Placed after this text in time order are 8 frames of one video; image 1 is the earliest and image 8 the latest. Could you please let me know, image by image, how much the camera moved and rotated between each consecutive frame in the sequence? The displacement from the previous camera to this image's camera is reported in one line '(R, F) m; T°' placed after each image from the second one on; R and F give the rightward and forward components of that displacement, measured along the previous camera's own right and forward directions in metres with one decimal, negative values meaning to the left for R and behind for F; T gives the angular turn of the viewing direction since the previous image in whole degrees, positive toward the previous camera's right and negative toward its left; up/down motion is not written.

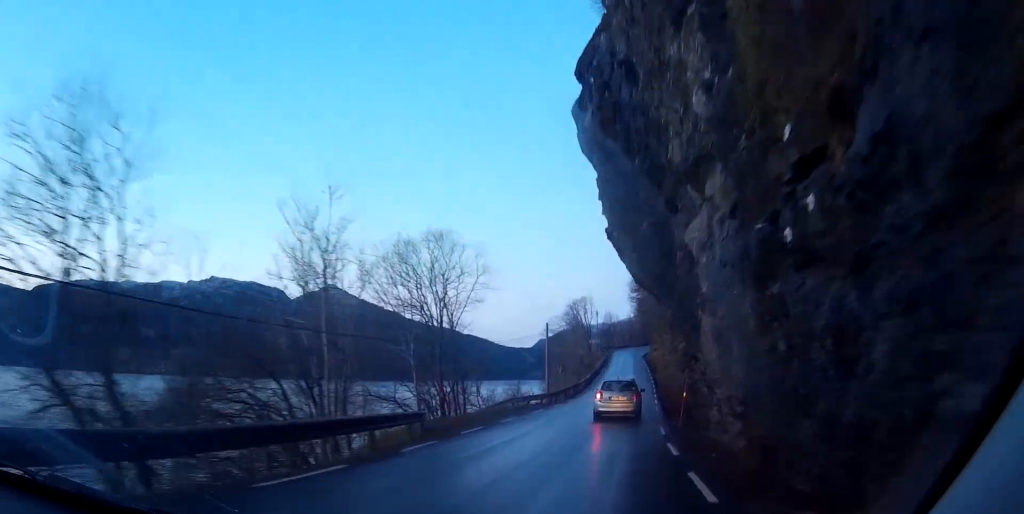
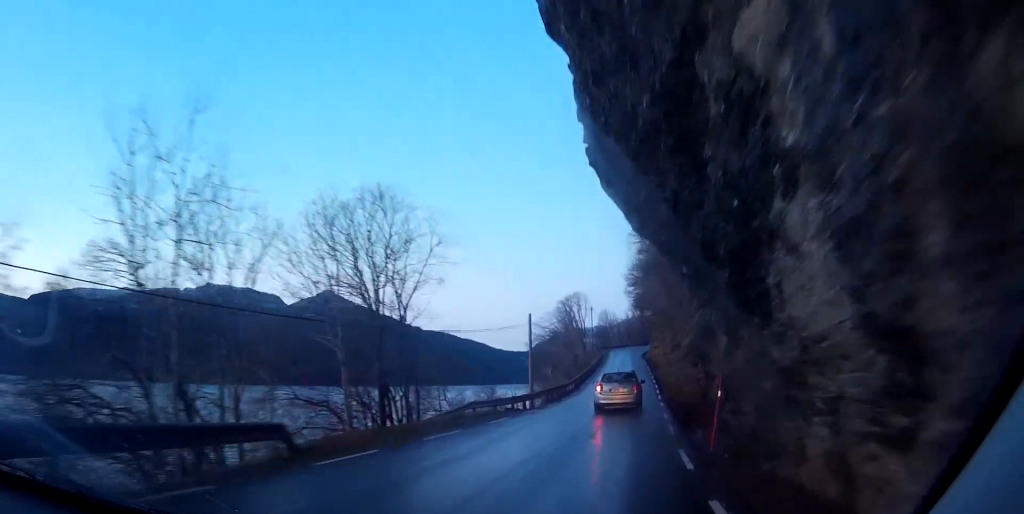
(0.0, +8.1) m; 0°
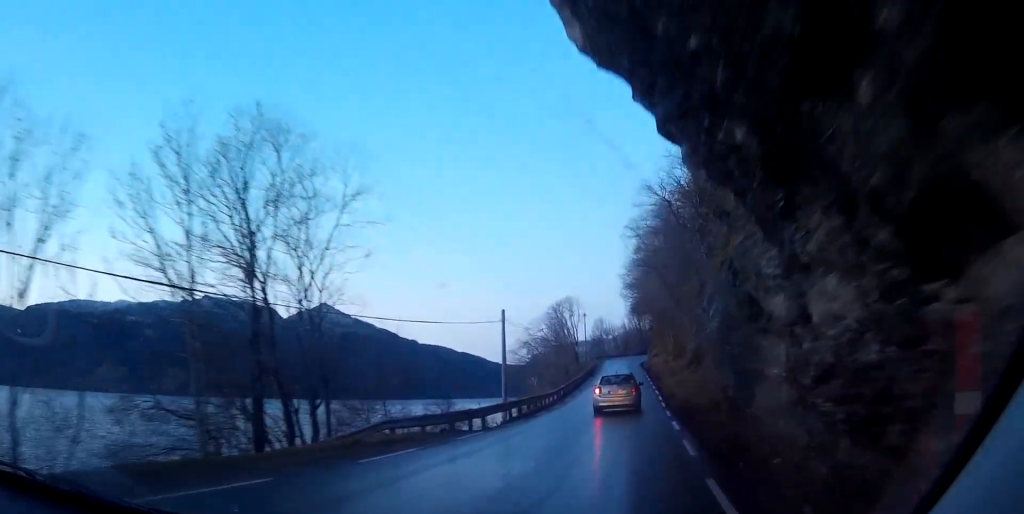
(0.0, +8.8) m; 0°
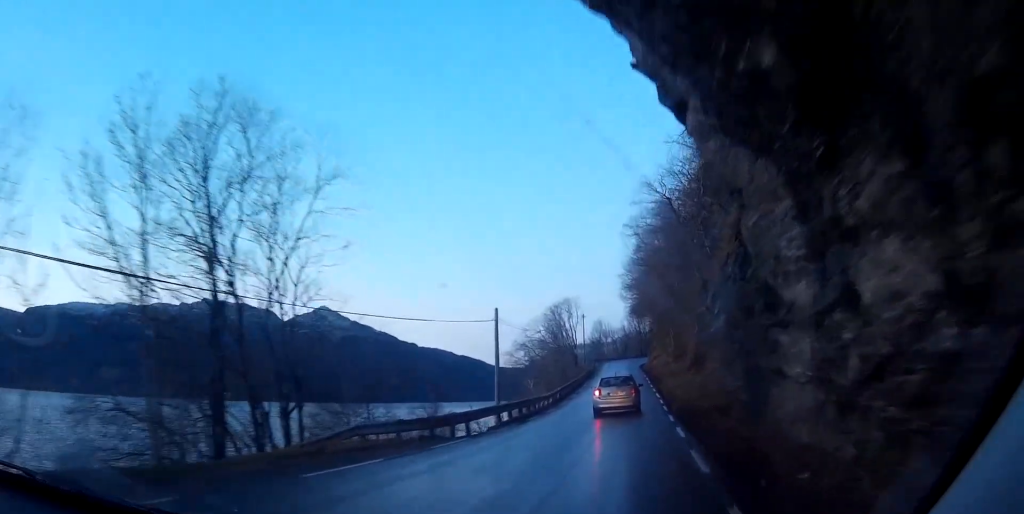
(0.0, +13.8) m; +1°
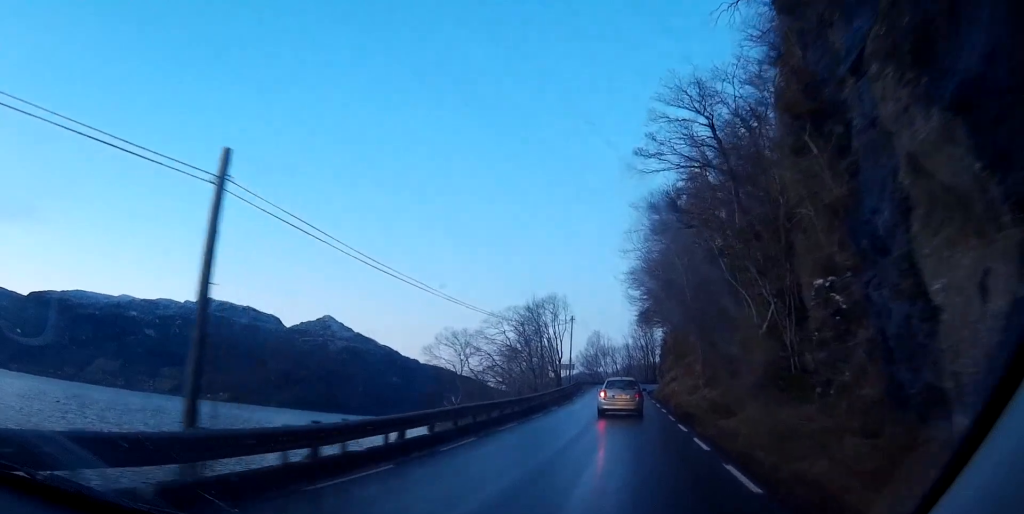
(+0.4, +26.5) m; +1°
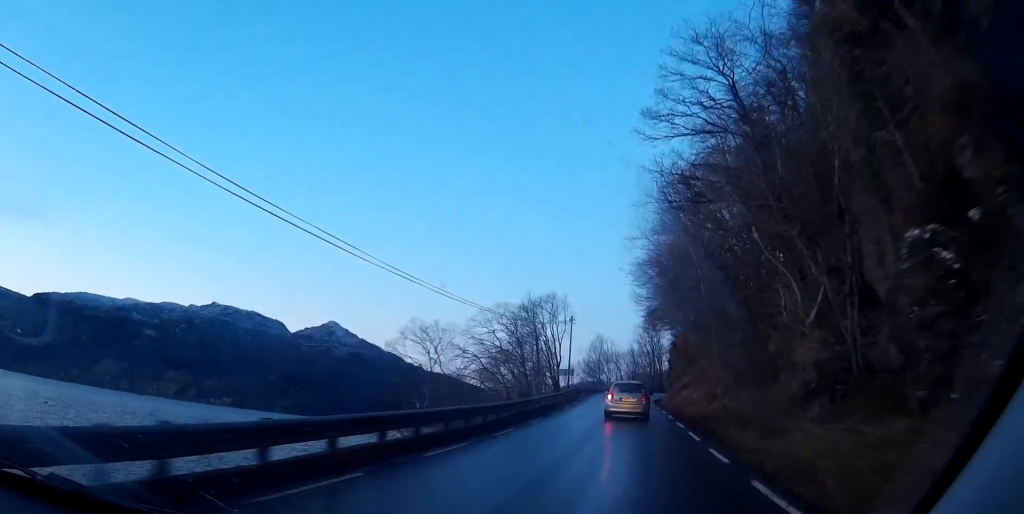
(0.0, +7.1) m; 0°
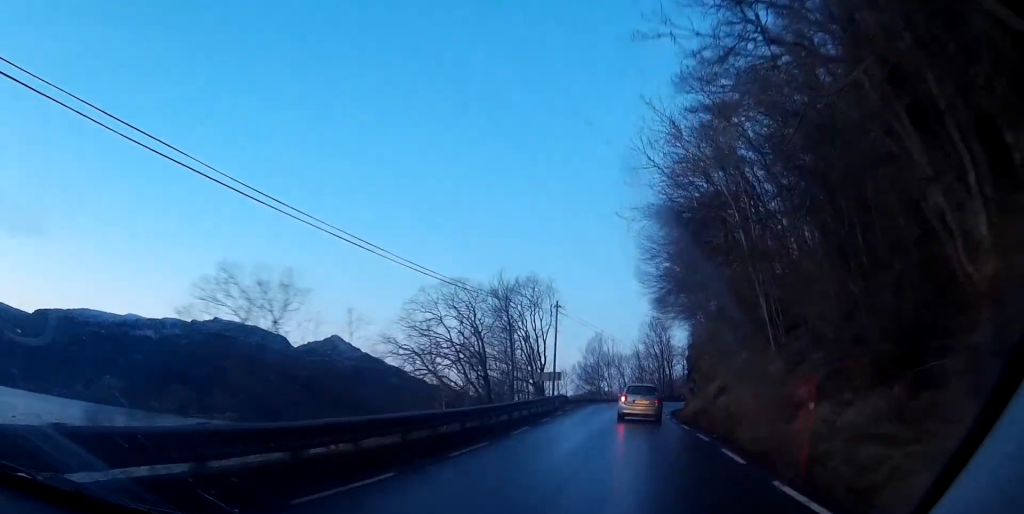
(-0.1, +17.0) m; 0°
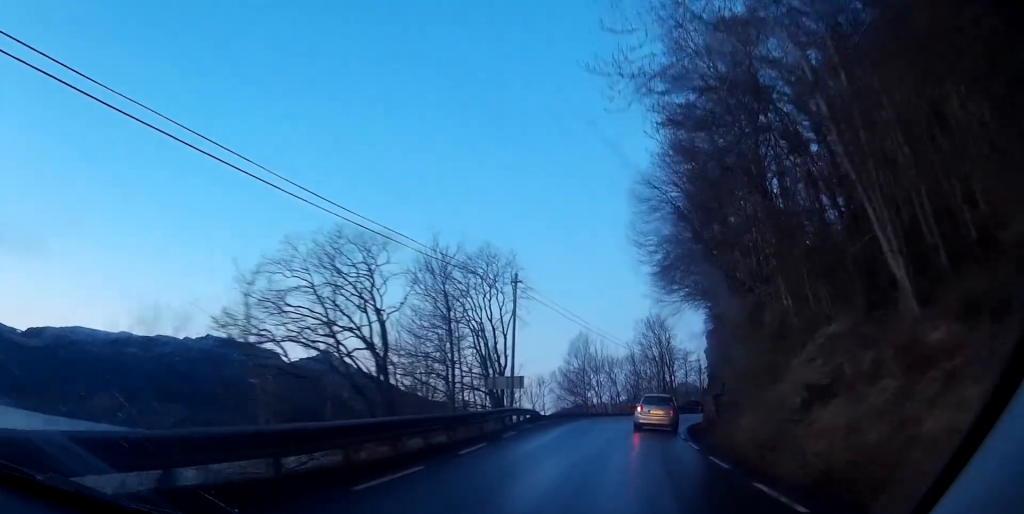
(+0.2, +16.7) m; +1°
